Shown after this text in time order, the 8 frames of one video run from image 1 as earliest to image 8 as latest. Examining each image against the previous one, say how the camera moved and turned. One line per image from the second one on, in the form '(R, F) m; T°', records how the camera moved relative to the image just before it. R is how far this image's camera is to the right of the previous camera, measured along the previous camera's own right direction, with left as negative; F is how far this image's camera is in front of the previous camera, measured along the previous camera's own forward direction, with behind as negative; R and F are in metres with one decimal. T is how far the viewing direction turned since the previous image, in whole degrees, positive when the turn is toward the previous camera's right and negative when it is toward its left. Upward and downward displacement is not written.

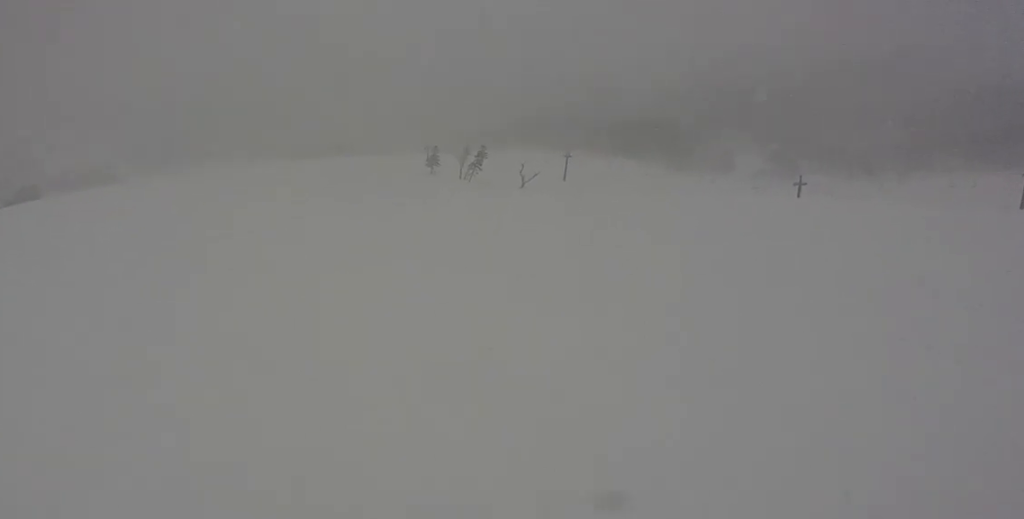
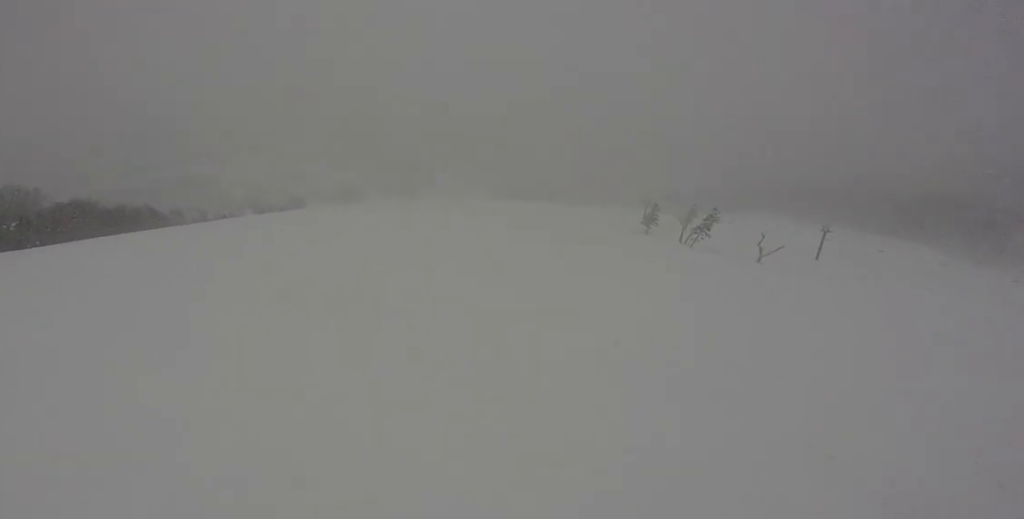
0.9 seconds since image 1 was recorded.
(+0.4, +2.3) m; -29°
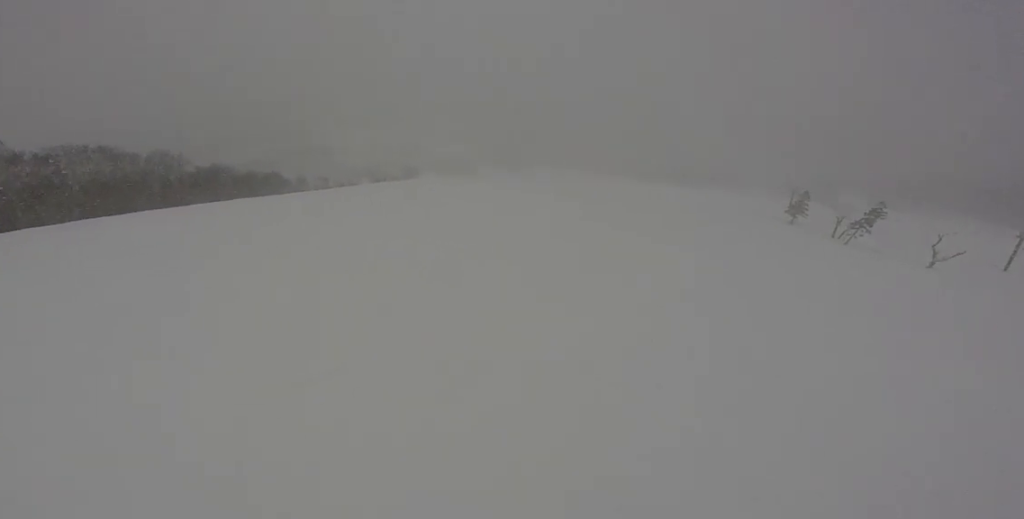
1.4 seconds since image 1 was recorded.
(-1.2, +1.4) m; -8°
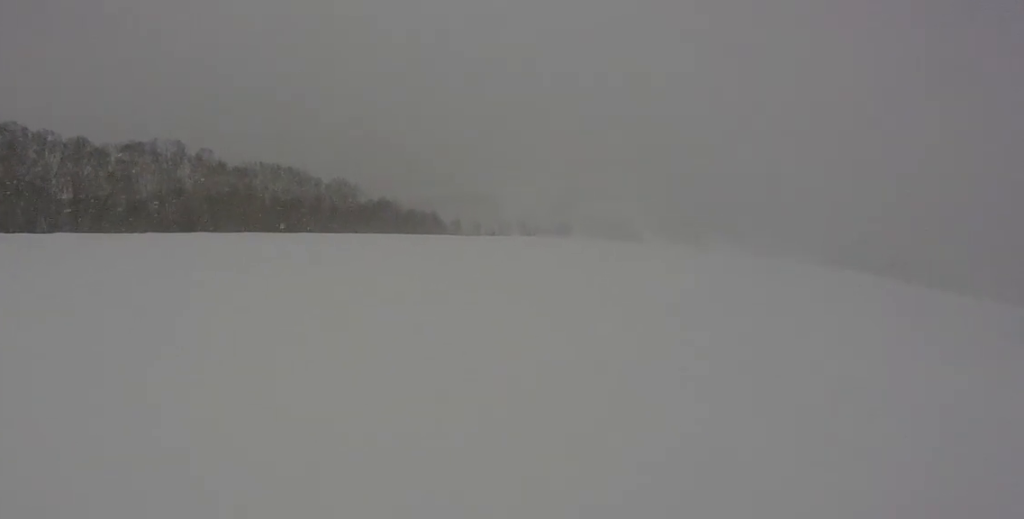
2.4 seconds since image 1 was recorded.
(+0.1, +3.6) m; -4°
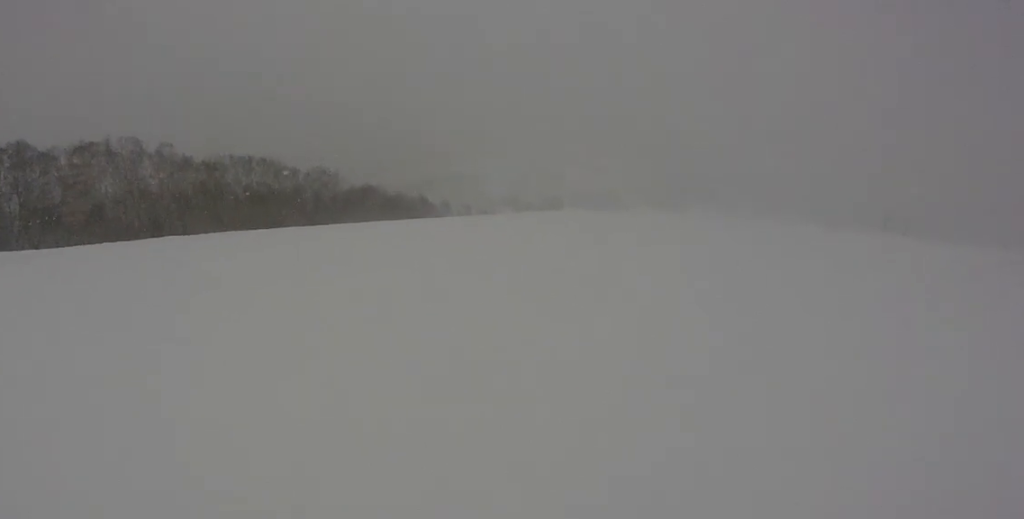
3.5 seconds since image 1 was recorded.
(-0.6, +4.3) m; -20°
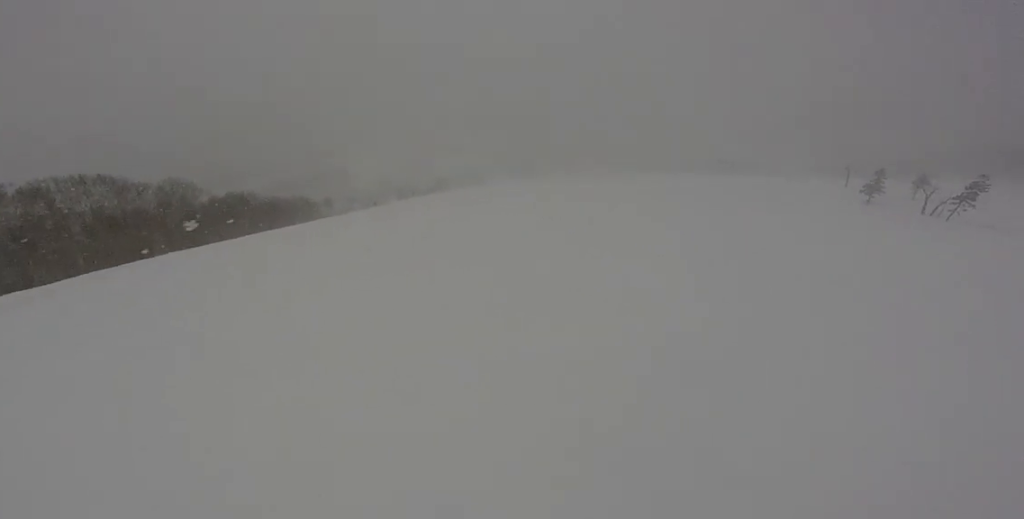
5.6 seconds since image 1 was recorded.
(+2.0, +8.1) m; +39°
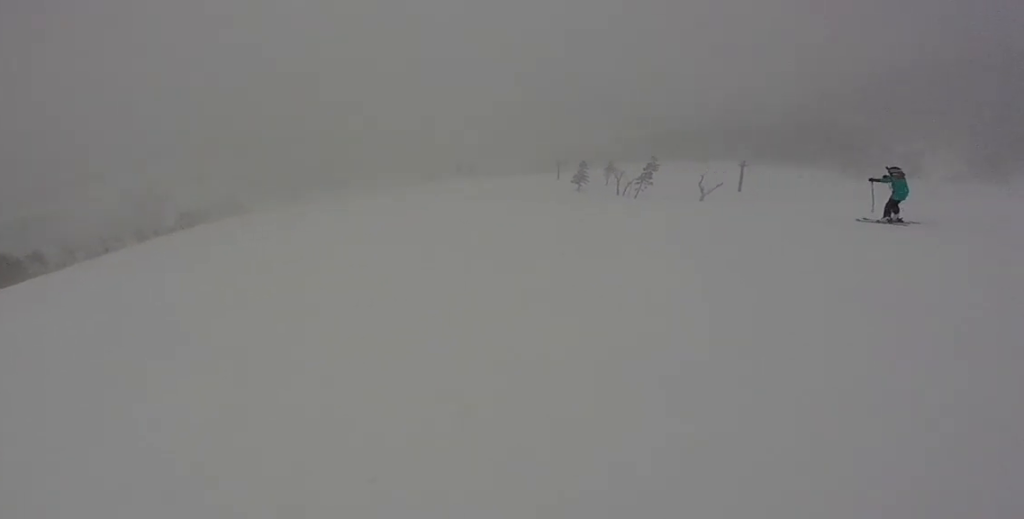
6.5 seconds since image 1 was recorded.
(+0.2, +4.1) m; +6°
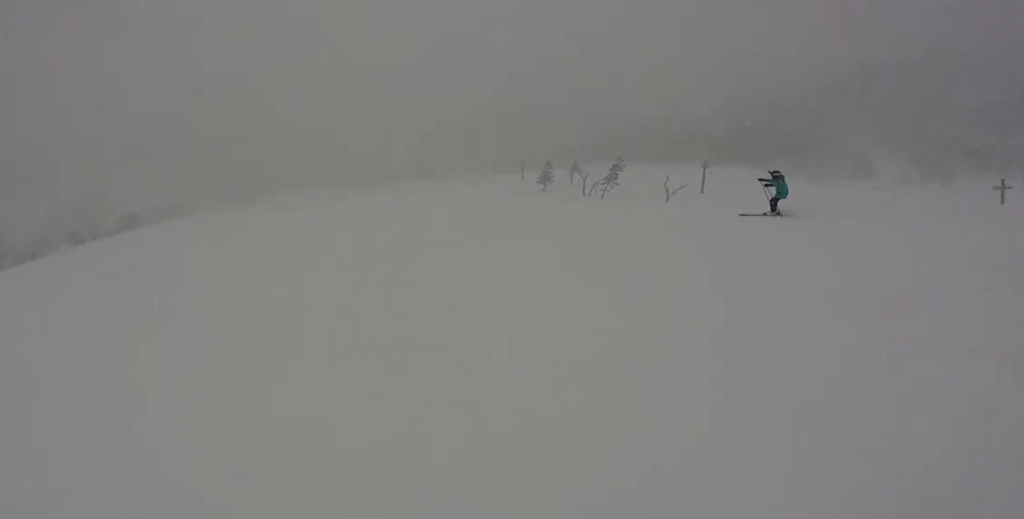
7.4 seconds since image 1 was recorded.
(+0.2, +3.9) m; +12°
